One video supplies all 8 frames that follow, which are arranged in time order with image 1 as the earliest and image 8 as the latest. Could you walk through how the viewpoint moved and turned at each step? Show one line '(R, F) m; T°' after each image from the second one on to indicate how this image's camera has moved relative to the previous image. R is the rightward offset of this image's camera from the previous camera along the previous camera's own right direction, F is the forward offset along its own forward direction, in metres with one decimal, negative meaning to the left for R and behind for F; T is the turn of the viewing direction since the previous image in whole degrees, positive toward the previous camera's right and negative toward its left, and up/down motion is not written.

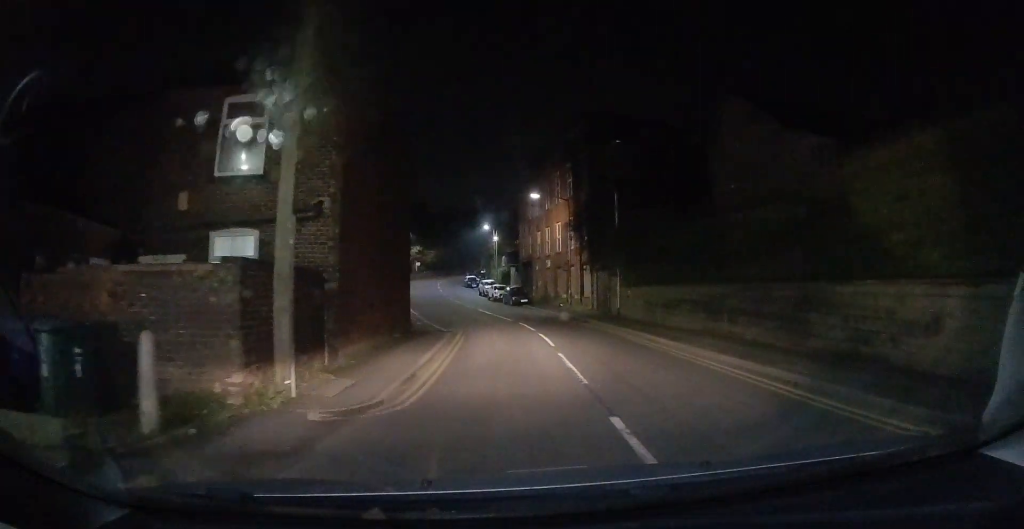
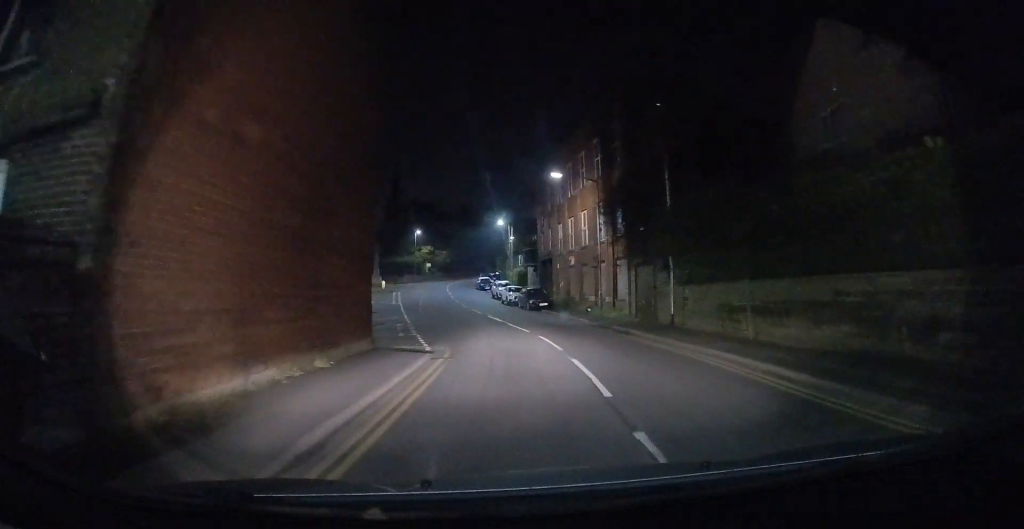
(-0.1, +6.3) m; -1°
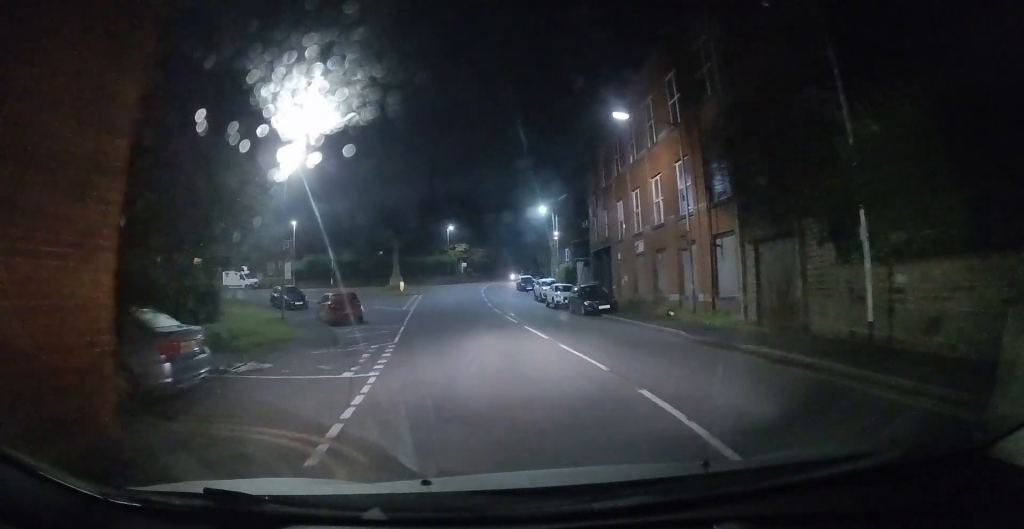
(0.0, +9.8) m; 0°
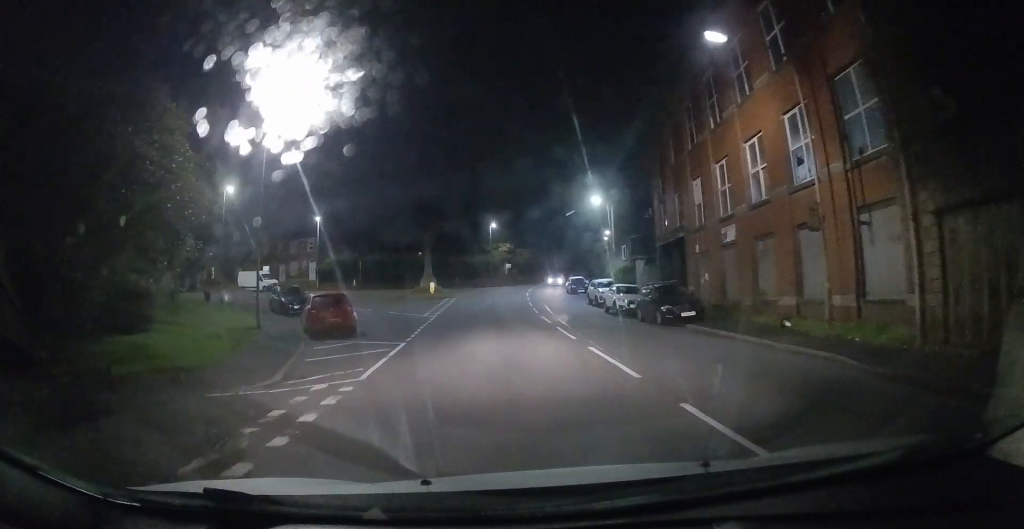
(0.0, +7.2) m; -1°
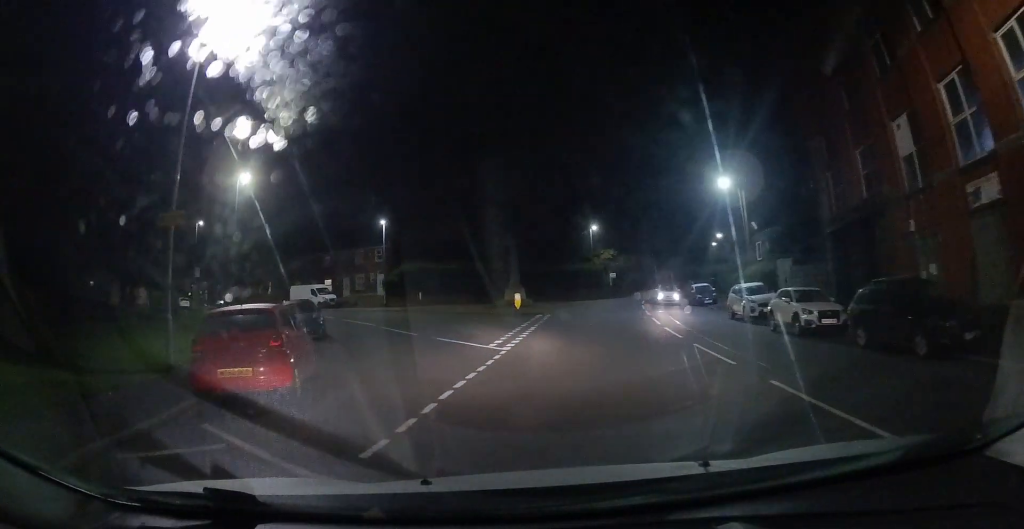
(-0.2, +10.6) m; -10°
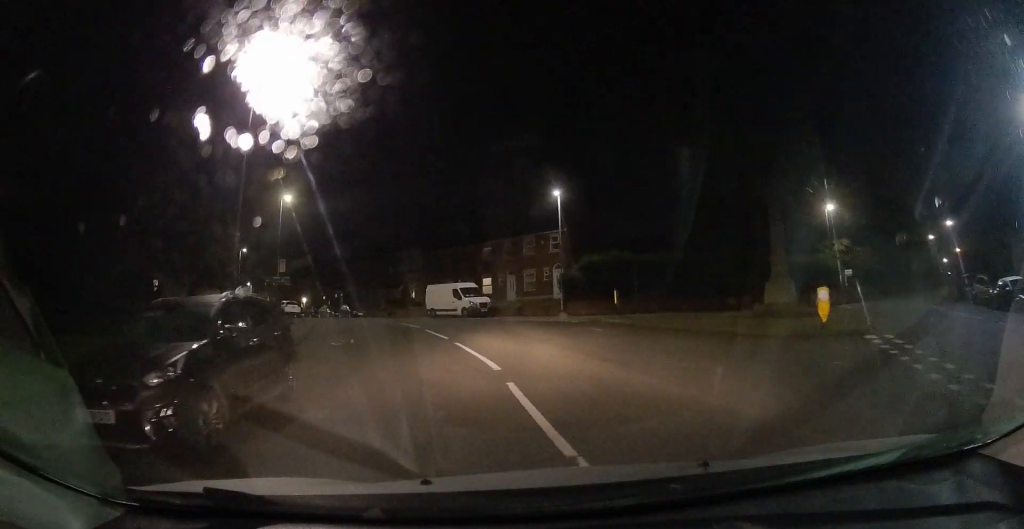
(-3.8, +15.6) m; -27°
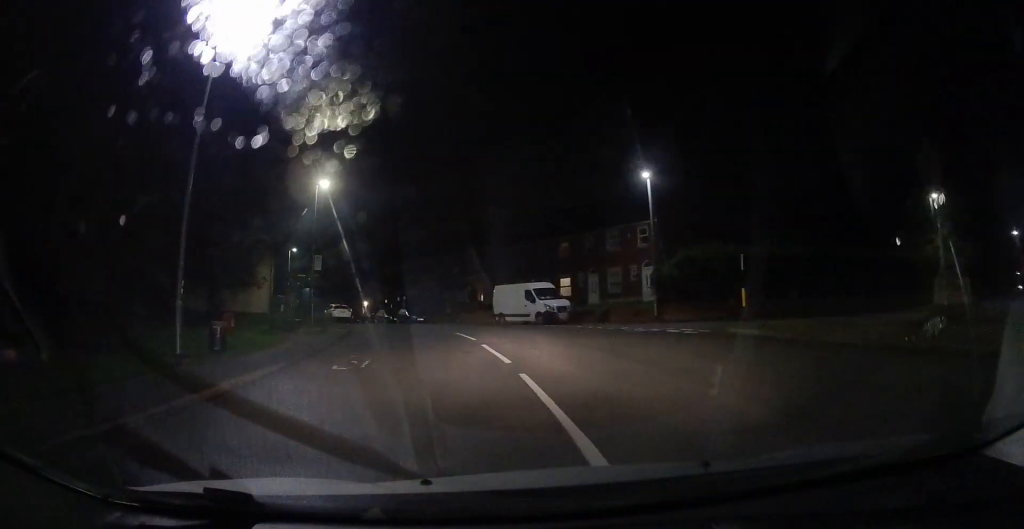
(-0.7, +6.0) m; -9°
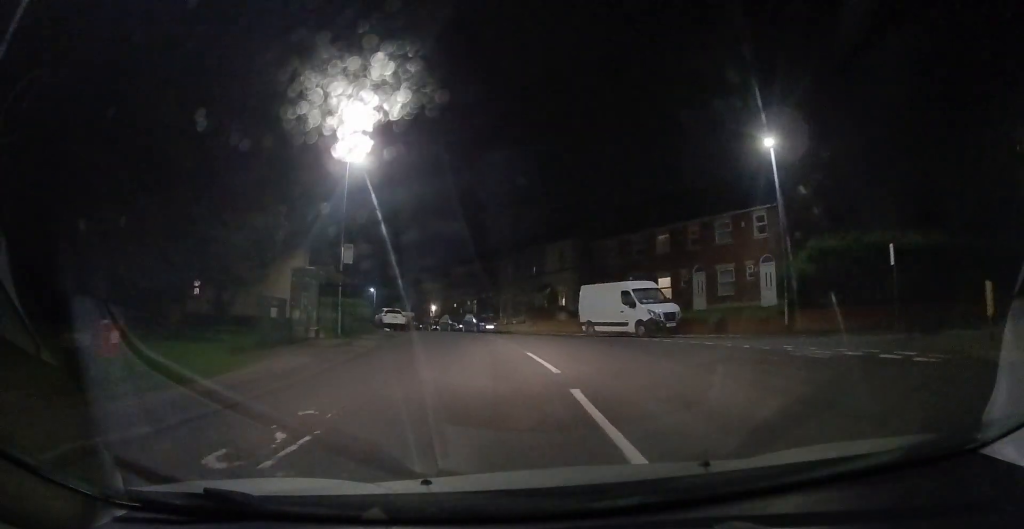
(-0.6, +7.2) m; -7°
